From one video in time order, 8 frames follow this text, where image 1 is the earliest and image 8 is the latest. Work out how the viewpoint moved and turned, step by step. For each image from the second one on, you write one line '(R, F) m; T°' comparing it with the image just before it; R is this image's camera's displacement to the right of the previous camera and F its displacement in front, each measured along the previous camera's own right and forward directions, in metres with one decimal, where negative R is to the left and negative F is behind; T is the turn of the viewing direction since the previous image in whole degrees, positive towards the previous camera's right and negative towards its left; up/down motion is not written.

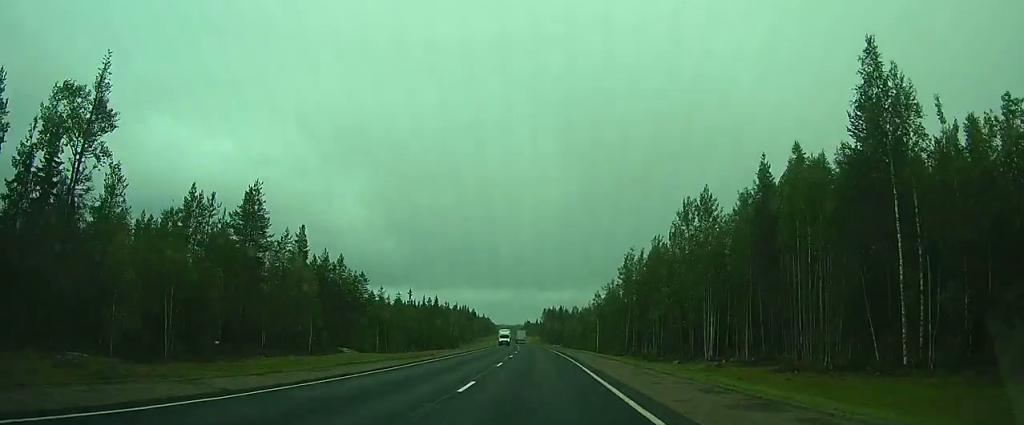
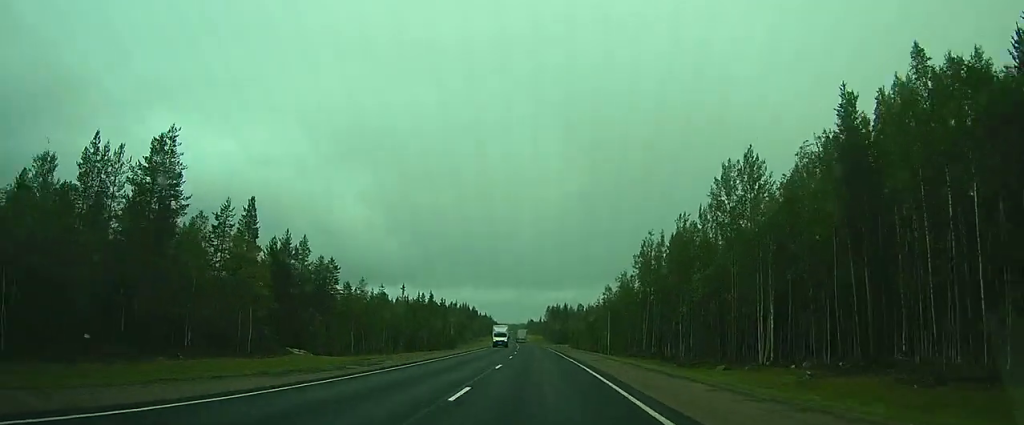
(0.0, +13.3) m; 0°
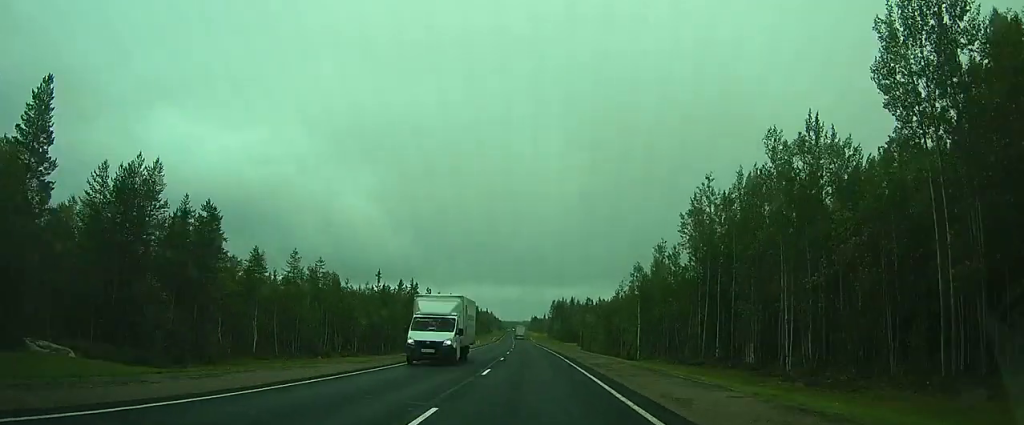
(-0.2, +25.0) m; -2°
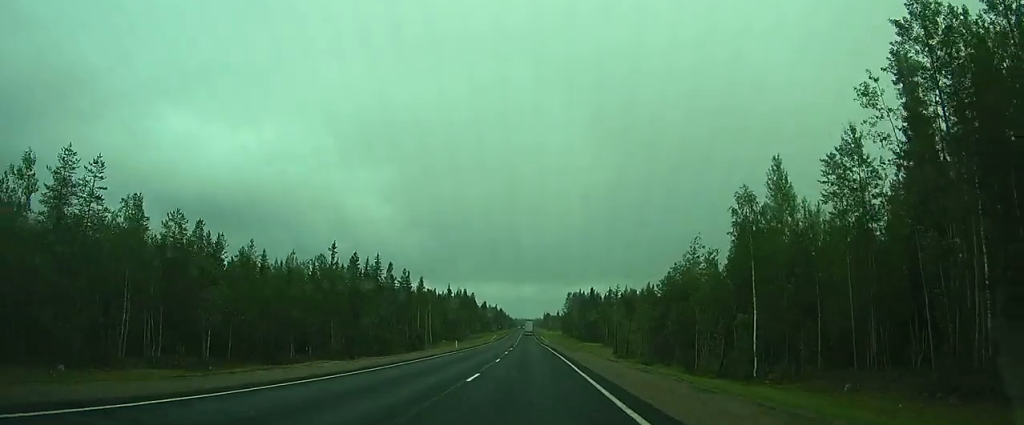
(-0.8, +31.6) m; -2°
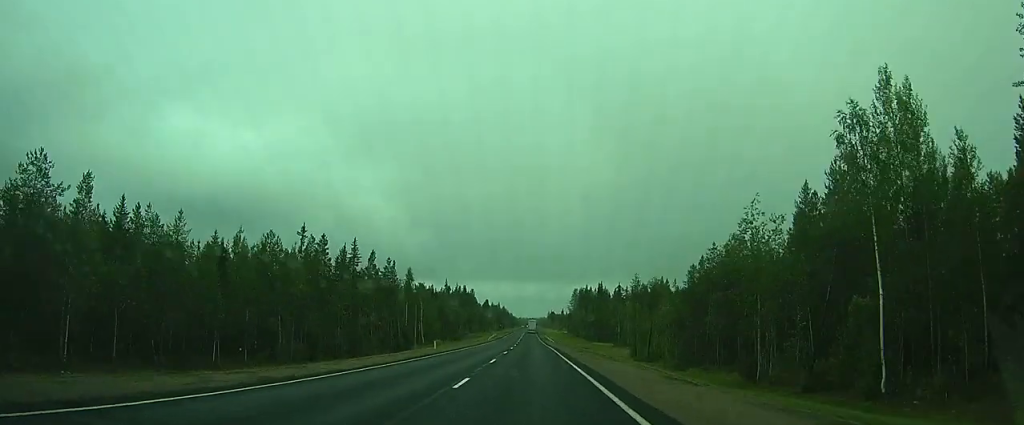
(-0.1, +14.1) m; 0°
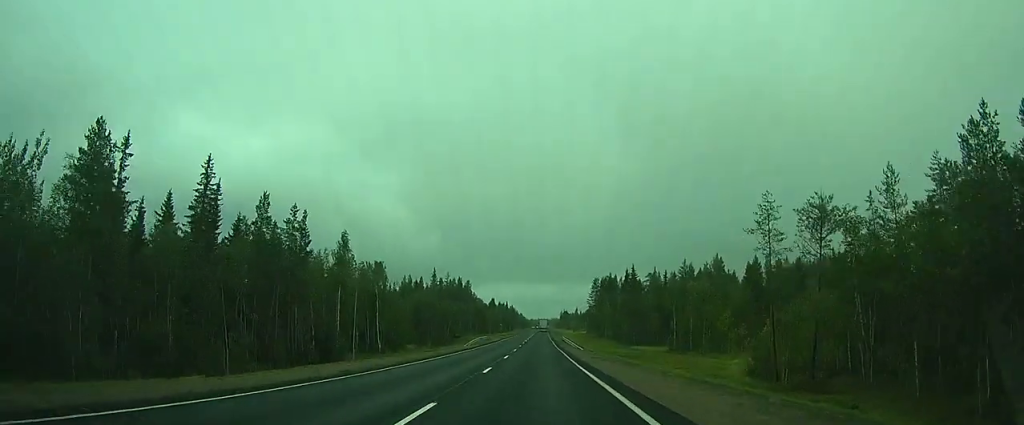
(0.0, +46.5) m; 0°
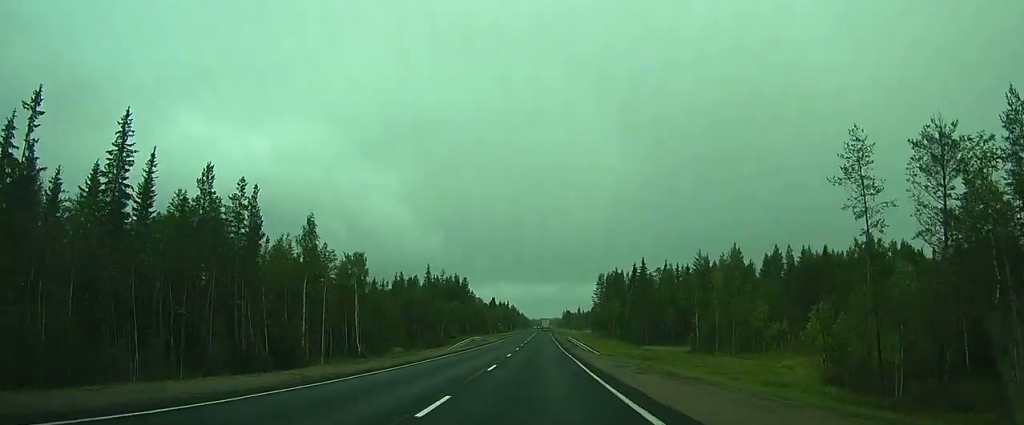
(0.0, +12.4) m; 0°
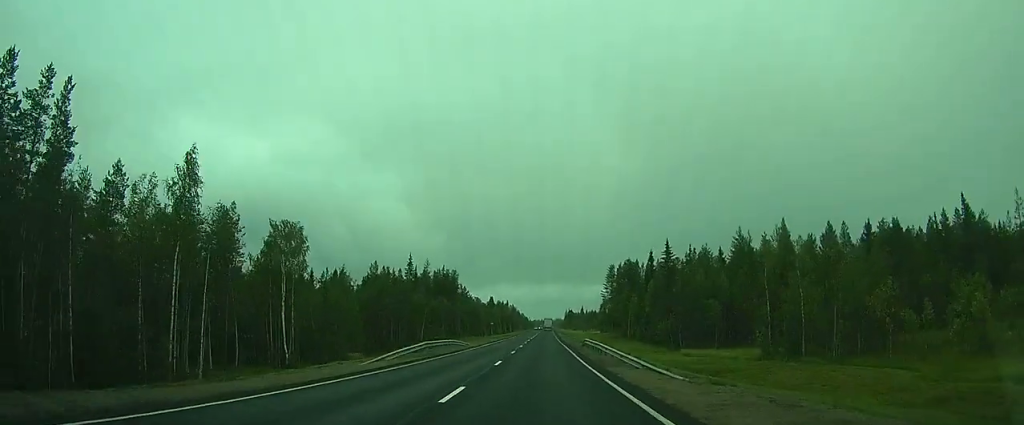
(0.0, +25.9) m; -1°
